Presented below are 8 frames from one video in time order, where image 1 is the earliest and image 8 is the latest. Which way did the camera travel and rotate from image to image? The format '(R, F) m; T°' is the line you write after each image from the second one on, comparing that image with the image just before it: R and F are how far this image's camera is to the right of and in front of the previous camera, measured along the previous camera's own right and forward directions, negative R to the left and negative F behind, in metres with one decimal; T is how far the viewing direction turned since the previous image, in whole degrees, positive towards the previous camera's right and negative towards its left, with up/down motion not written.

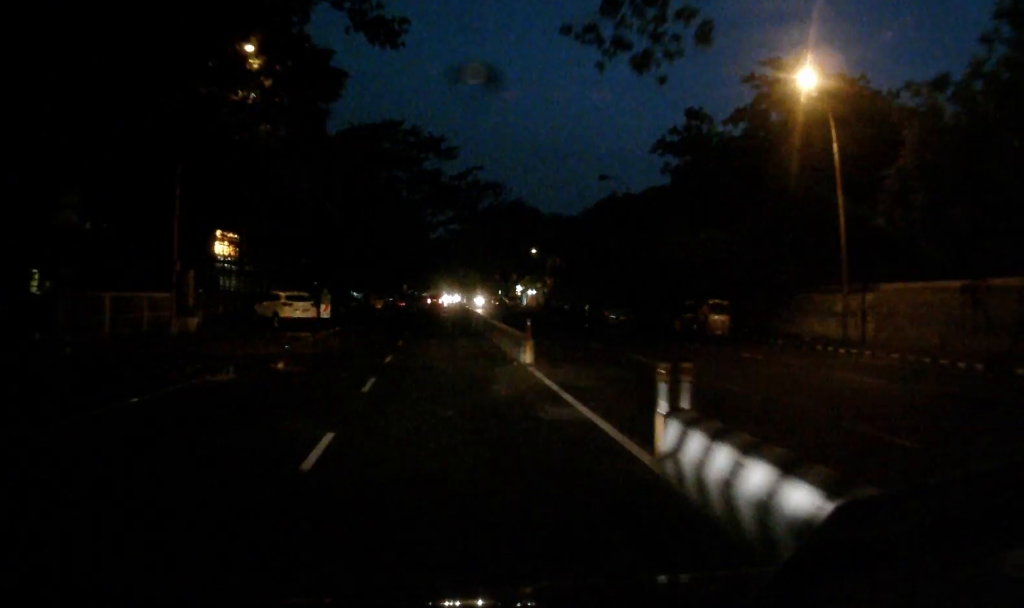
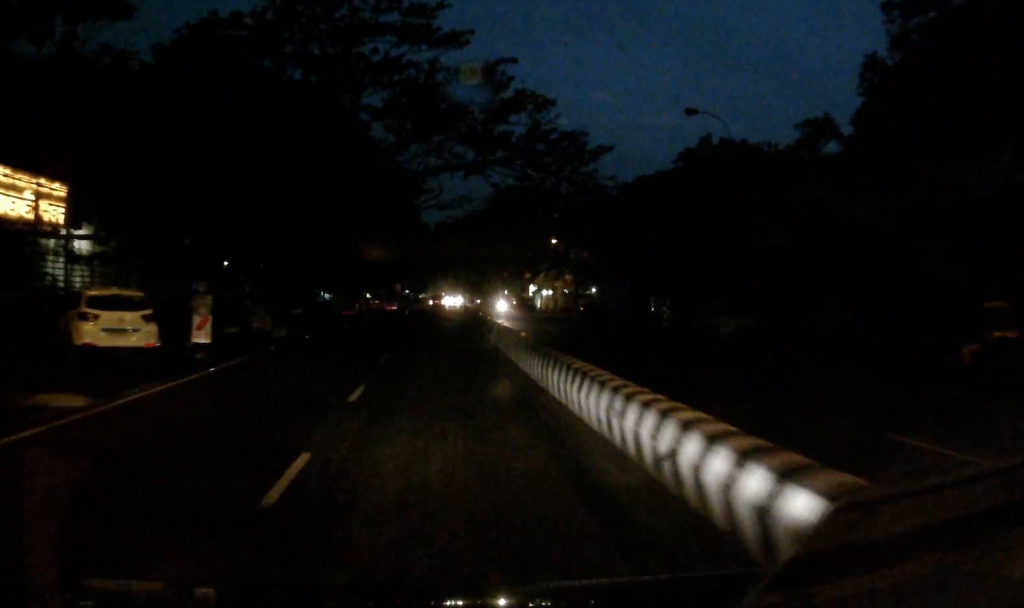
(-0.1, +18.8) m; 0°
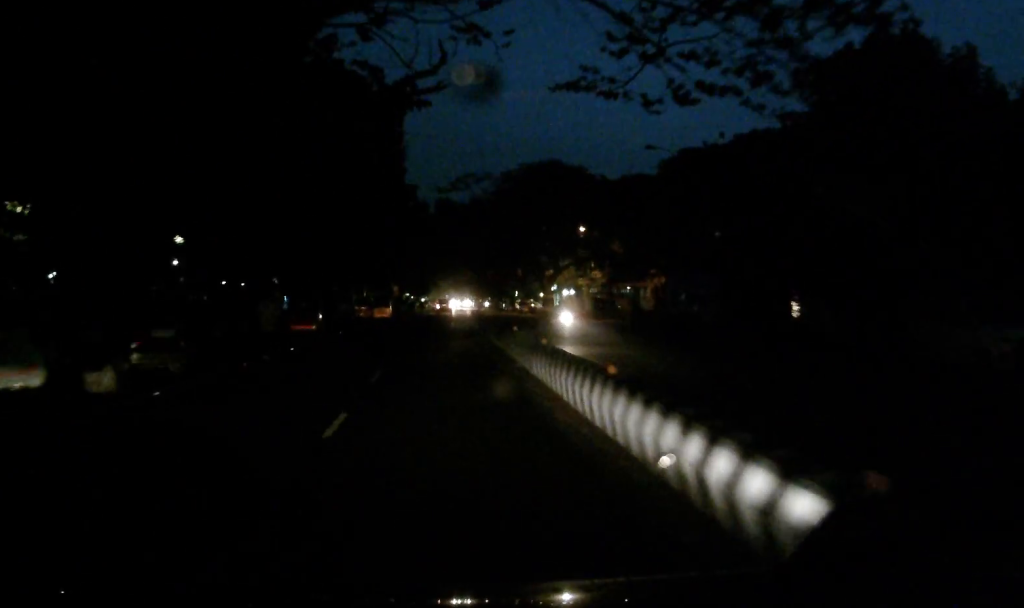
(0.0, +15.6) m; -1°
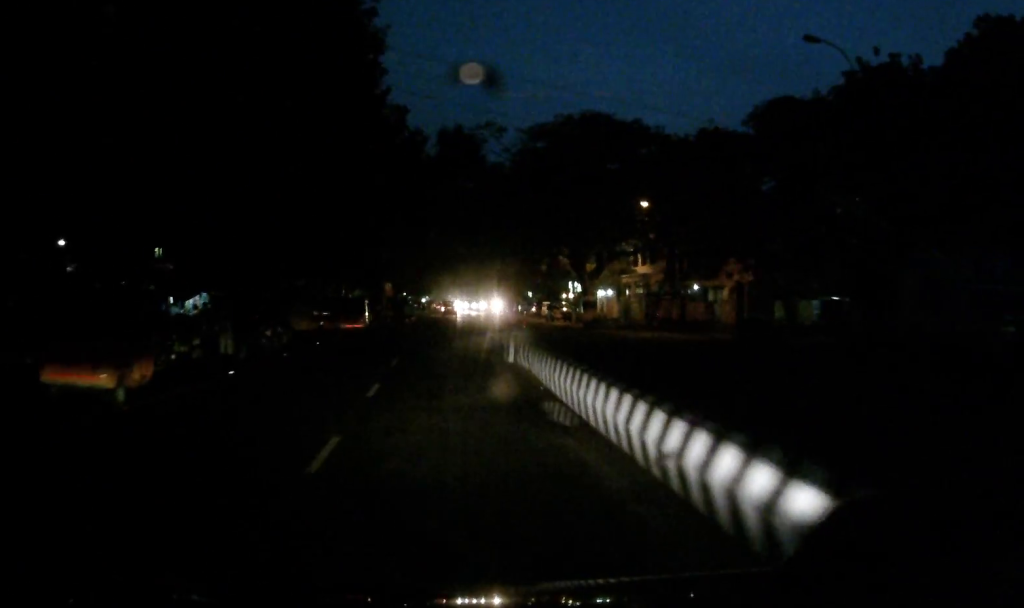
(-0.3, +20.4) m; -2°
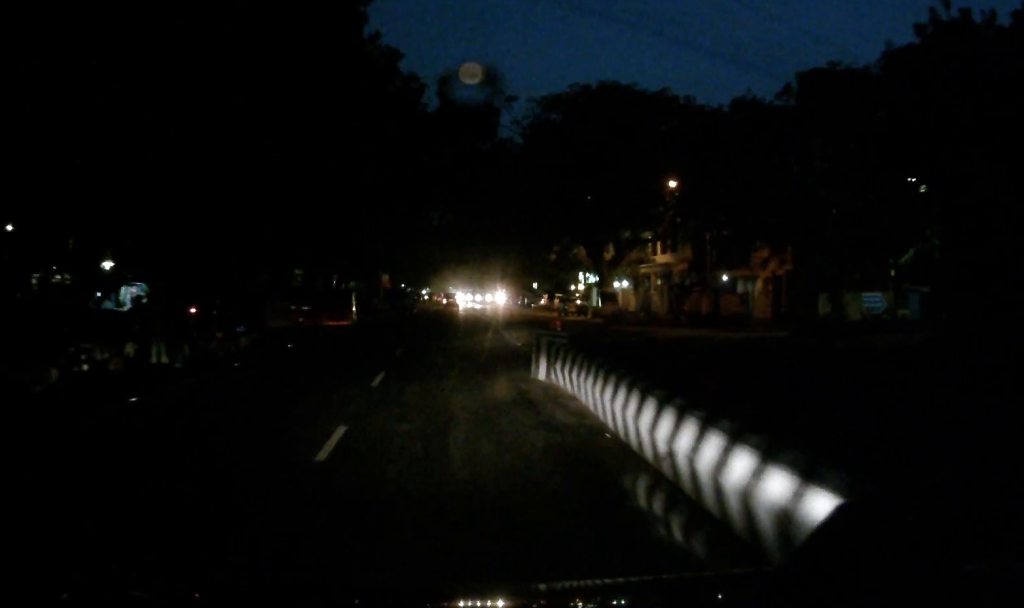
(-0.1, +6.0) m; 0°
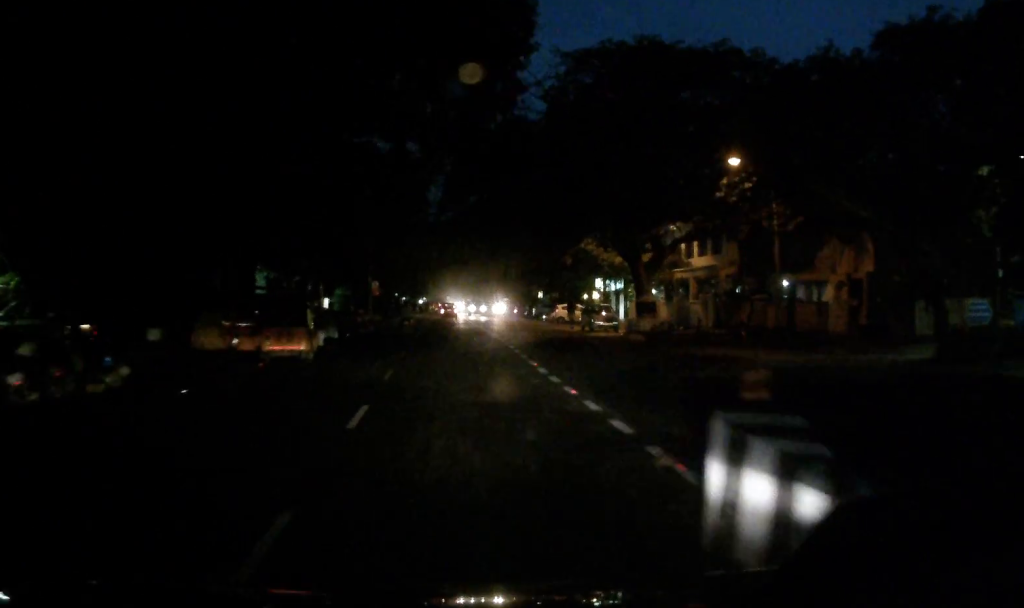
(0.0, +10.1) m; 0°
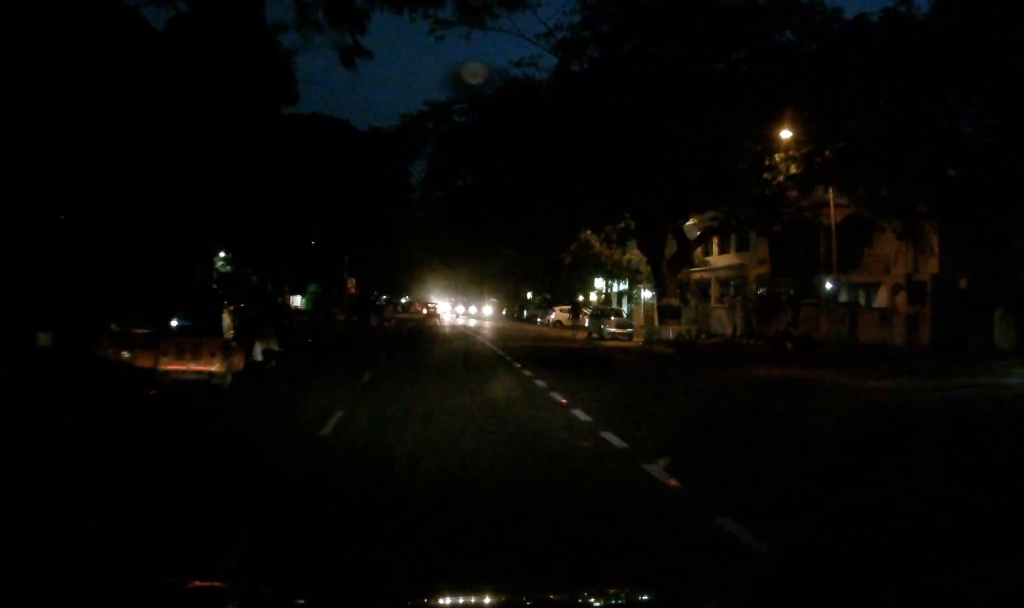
(0.0, +6.8) m; +1°
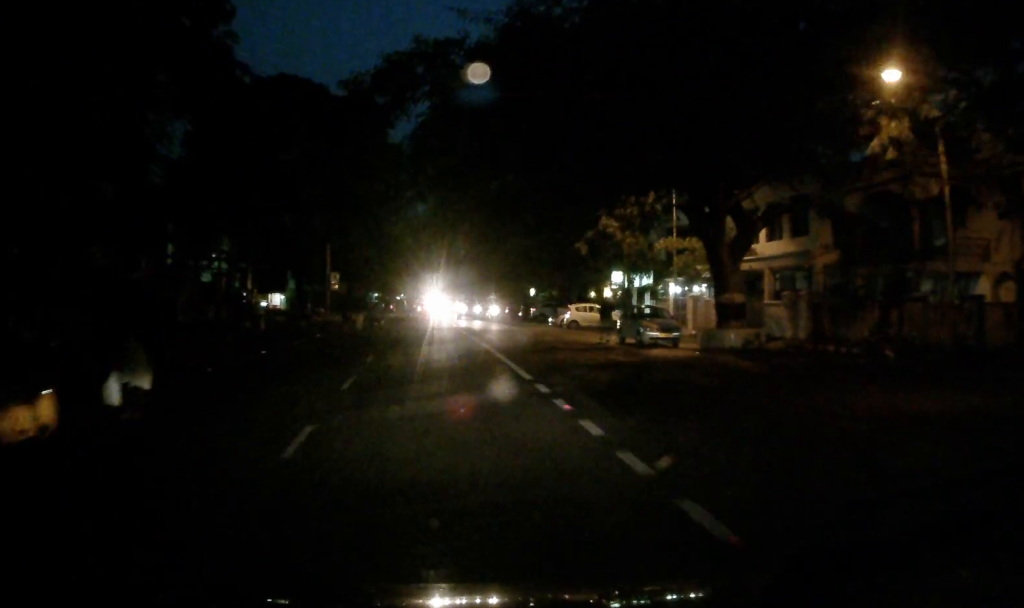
(-0.1, +7.4) m; +3°
